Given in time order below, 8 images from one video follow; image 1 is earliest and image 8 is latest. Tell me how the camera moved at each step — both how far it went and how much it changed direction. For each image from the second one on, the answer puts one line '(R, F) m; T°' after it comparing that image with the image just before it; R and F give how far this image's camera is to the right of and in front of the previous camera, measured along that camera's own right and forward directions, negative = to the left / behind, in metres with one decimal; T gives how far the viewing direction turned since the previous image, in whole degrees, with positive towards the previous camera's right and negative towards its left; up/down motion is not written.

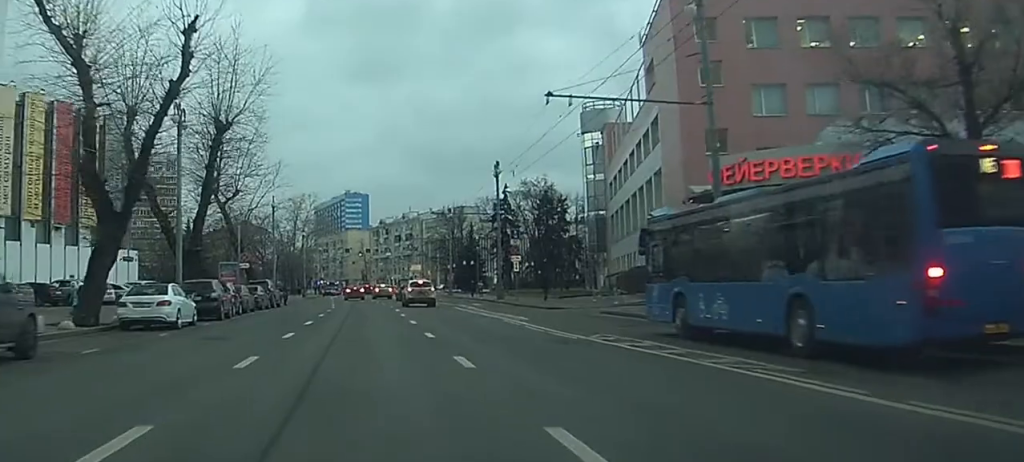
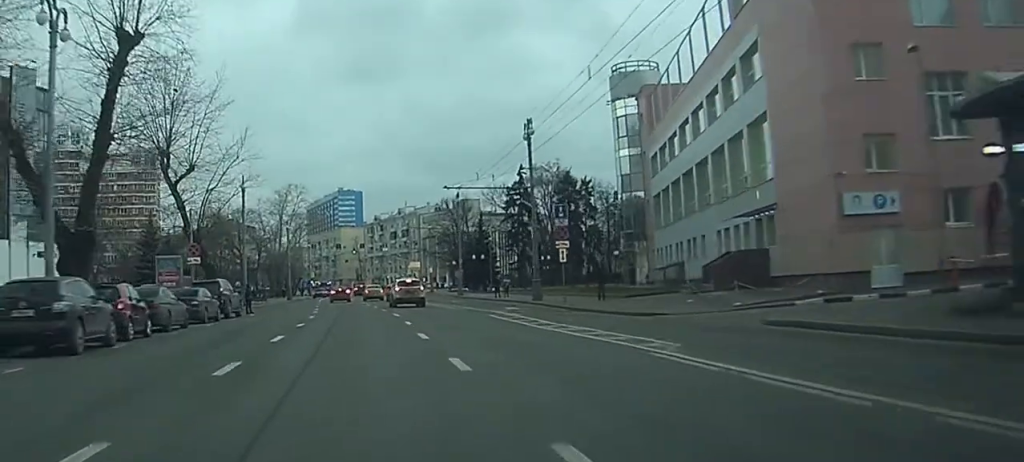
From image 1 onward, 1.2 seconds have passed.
(+0.2, +16.6) m; -1°
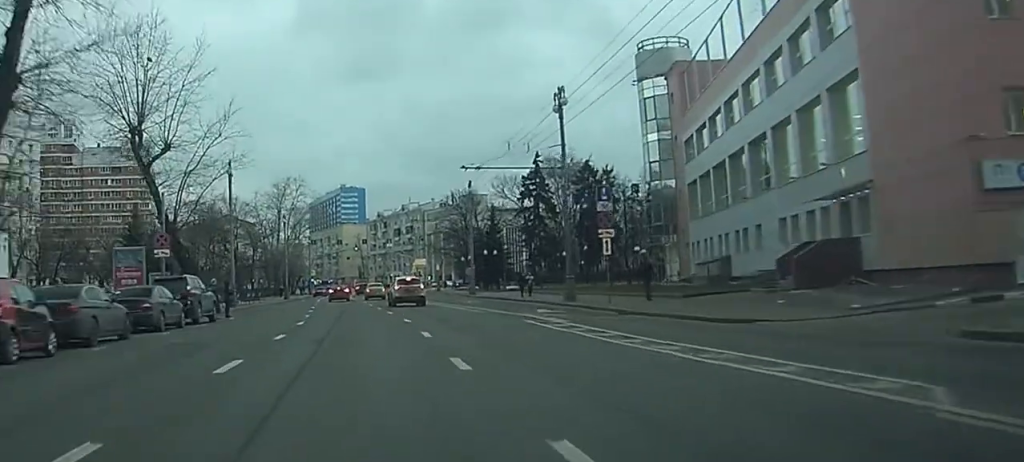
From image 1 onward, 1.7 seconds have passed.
(-0.1, +8.0) m; +1°
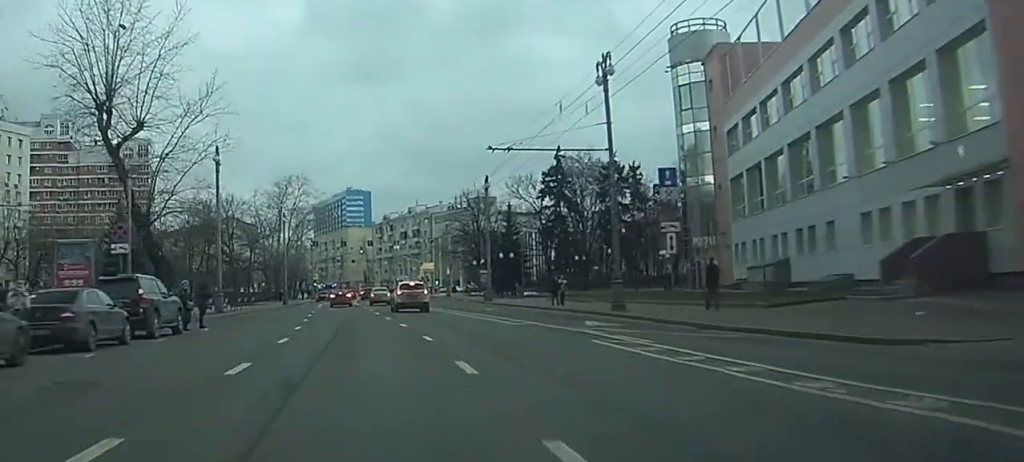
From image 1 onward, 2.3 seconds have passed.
(-0.4, +7.5) m; +1°
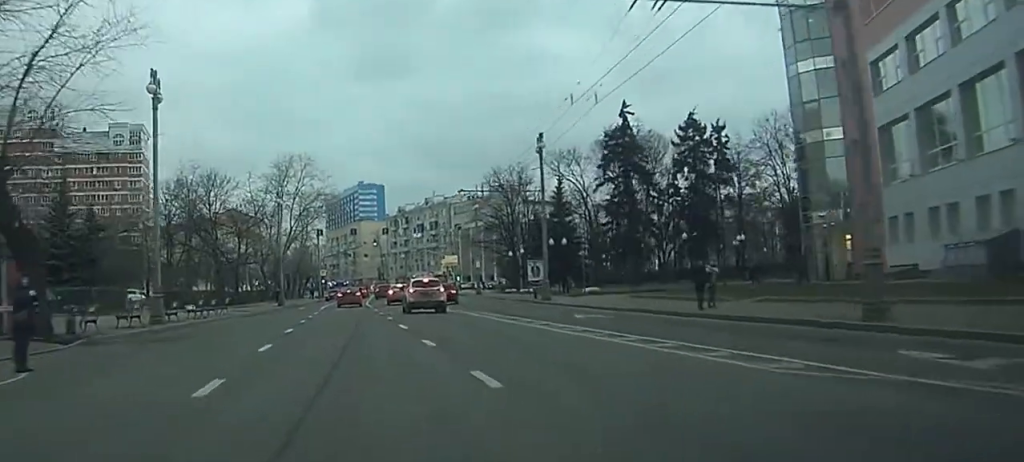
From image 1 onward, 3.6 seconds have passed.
(+0.8, +18.5) m; 0°
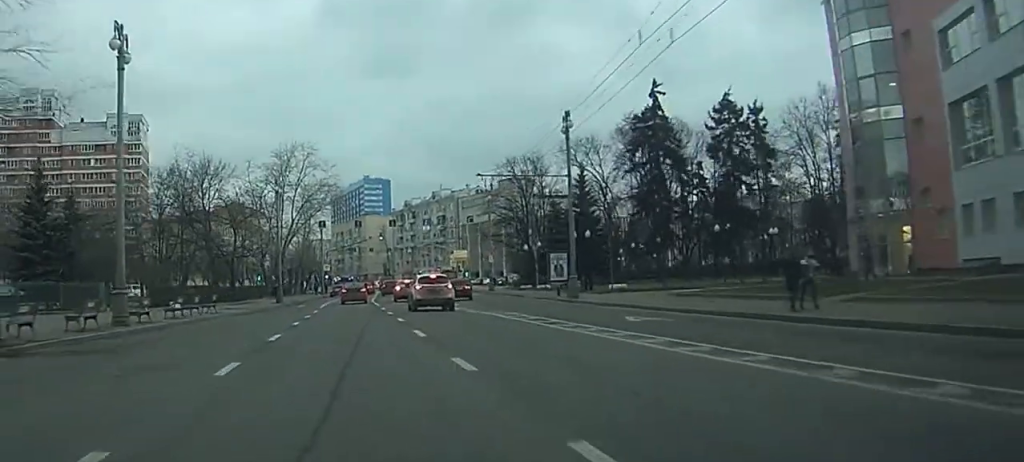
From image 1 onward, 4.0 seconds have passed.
(-0.3, +5.9) m; -1°
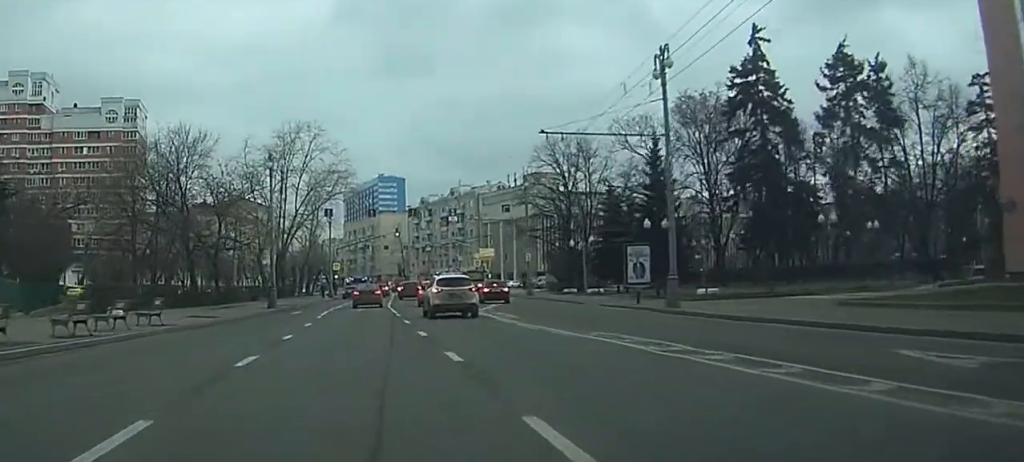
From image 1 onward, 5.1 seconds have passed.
(-0.1, +14.6) m; -1°
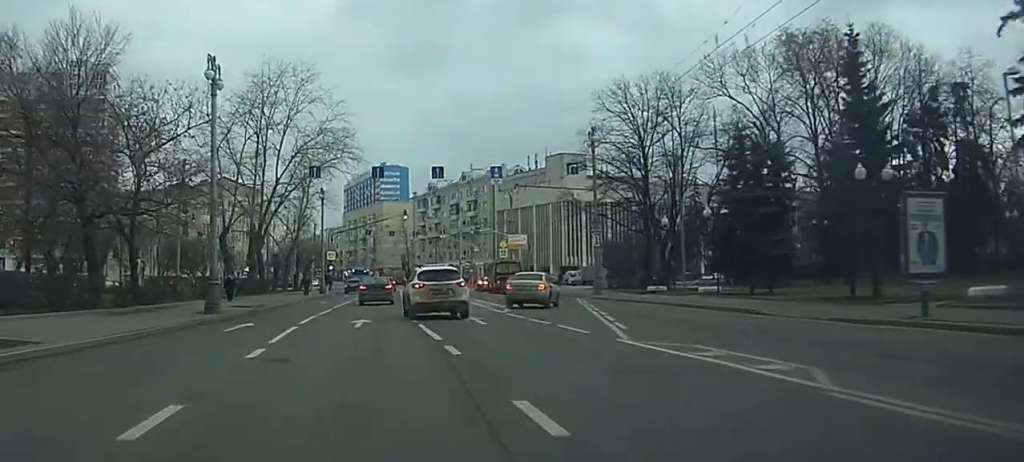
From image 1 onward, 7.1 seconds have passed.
(-0.2, +24.2) m; 0°
